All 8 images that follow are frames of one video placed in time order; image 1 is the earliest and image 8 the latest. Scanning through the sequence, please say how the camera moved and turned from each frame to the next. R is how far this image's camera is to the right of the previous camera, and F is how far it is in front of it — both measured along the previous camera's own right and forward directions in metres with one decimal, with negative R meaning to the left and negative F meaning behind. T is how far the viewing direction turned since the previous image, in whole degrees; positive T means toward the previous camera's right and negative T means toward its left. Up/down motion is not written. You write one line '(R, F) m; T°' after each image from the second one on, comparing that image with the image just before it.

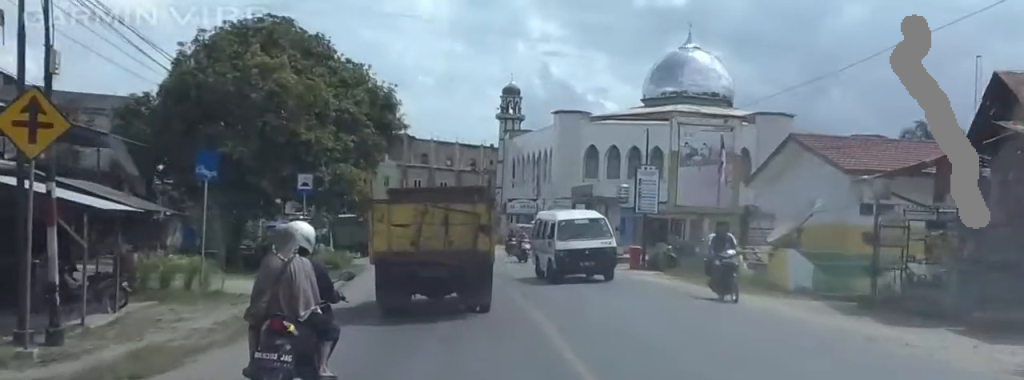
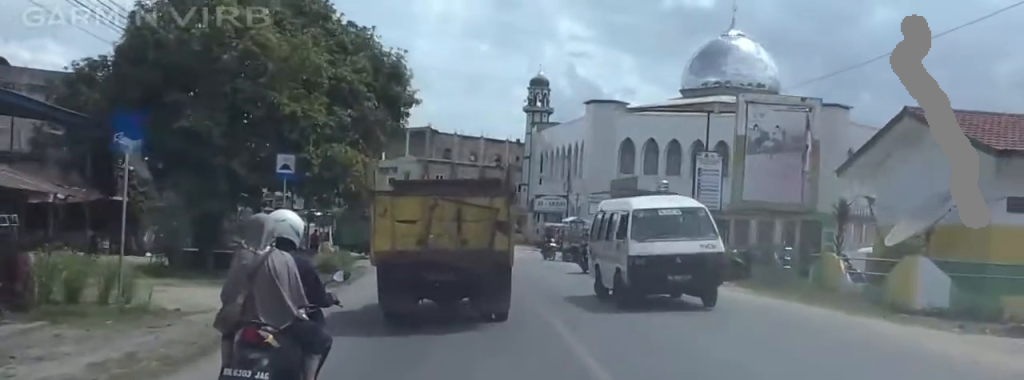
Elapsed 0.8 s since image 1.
(-0.1, +4.8) m; -7°
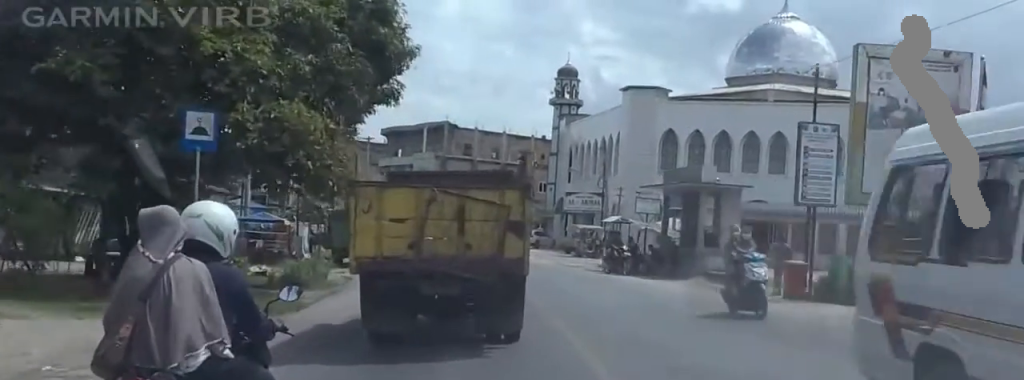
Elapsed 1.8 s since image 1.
(-0.8, +5.8) m; -5°
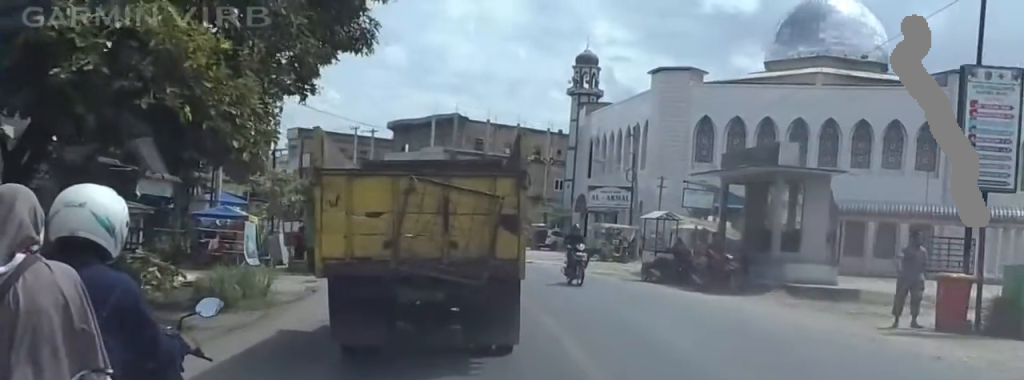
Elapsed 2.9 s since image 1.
(+0.2, +4.3) m; +5°
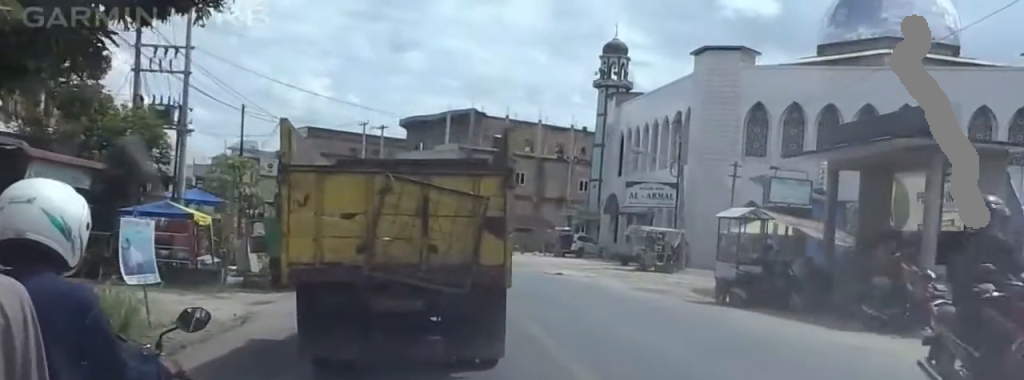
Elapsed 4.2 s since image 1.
(-0.2, +5.6) m; -4°
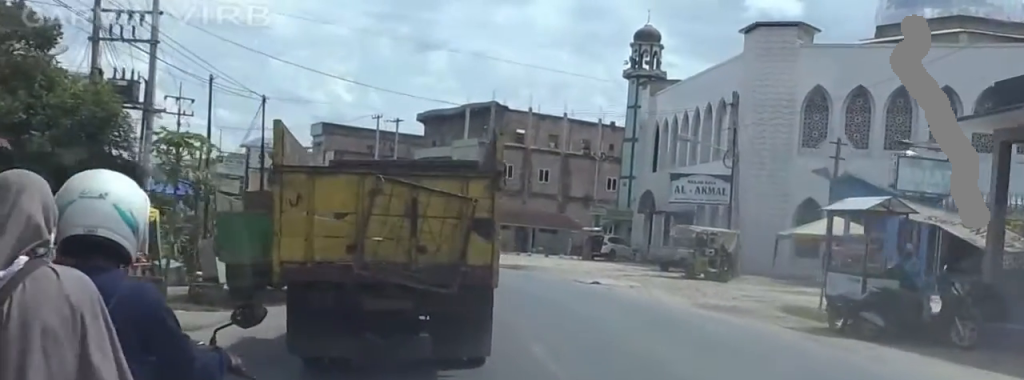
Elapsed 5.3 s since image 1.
(+0.1, +6.7) m; +3°
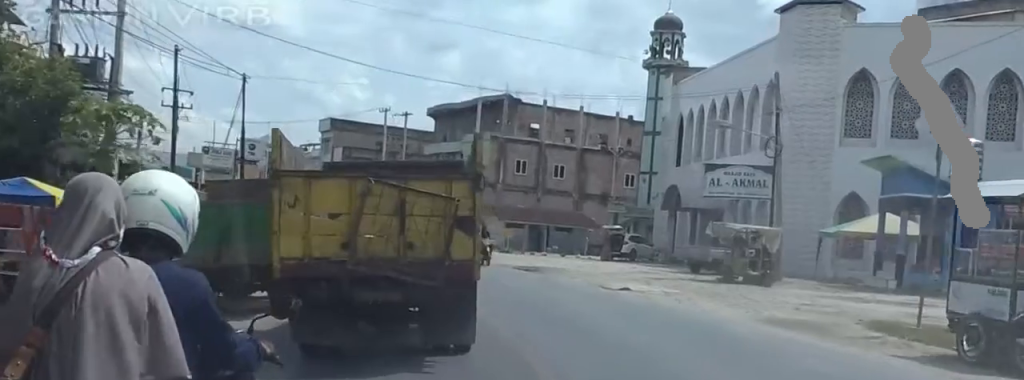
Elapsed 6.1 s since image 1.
(+0.2, +5.6) m; 0°
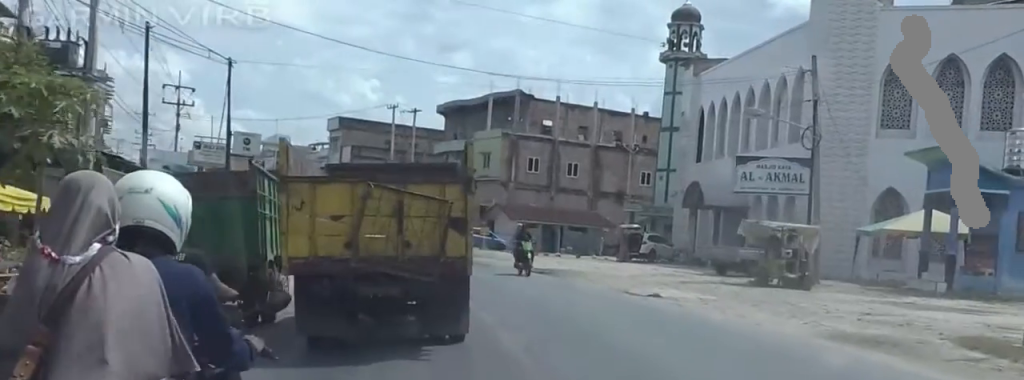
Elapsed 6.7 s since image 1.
(0.0, +4.1) m; -3°
